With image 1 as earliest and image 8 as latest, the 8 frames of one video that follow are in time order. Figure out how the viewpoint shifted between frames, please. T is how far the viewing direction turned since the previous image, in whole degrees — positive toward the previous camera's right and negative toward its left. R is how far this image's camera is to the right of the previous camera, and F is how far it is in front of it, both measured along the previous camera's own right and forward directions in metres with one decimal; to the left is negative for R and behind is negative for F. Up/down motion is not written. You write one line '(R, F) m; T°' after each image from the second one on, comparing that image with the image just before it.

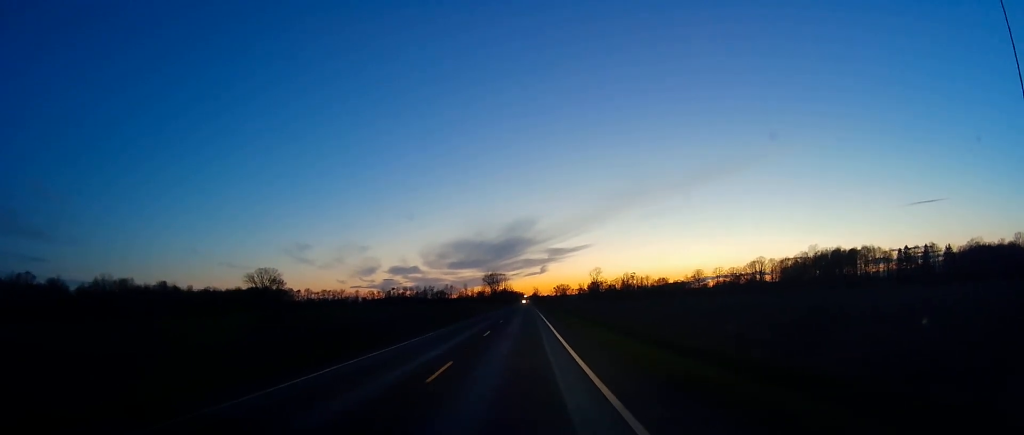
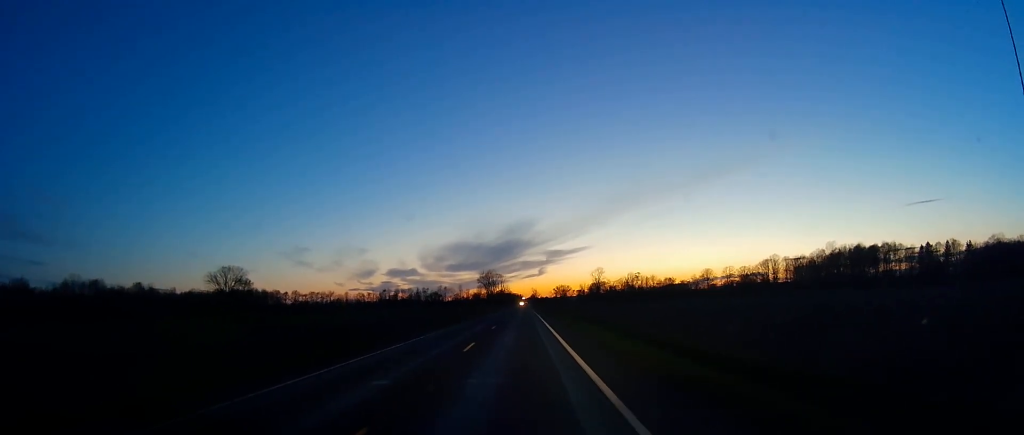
(-0.9, +23.9) m; -3°
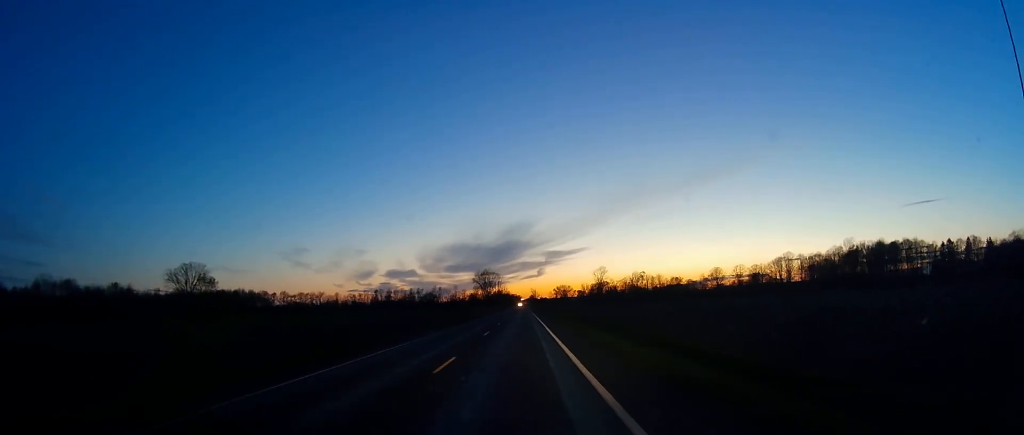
(-0.1, +21.2) m; 0°
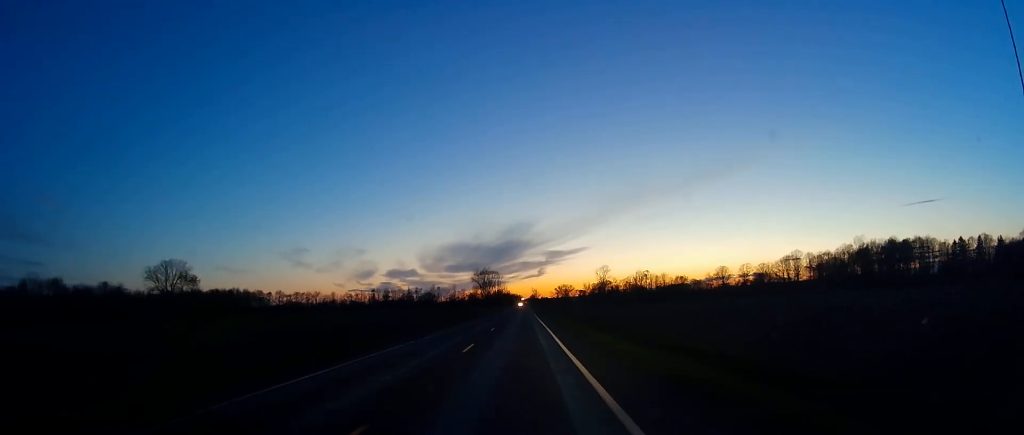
(0.0, +9.9) m; 0°
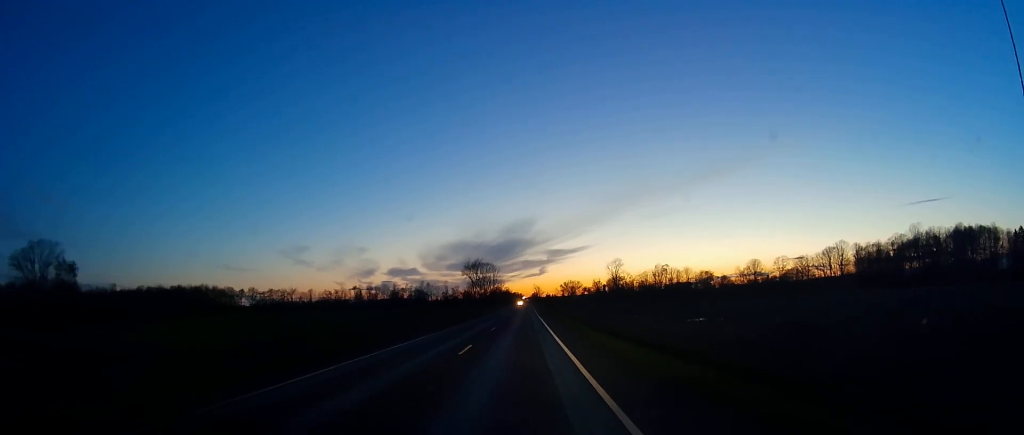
(-0.9, +48.0) m; -3°
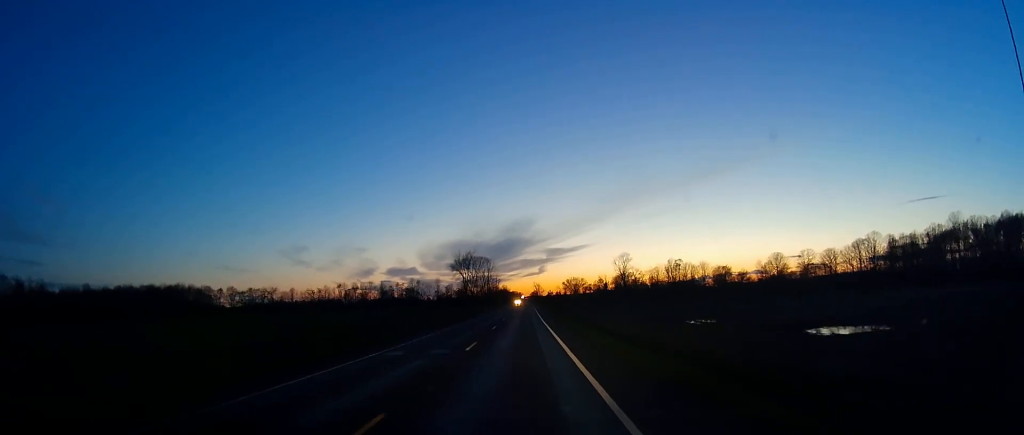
(+0.1, +29.6) m; +2°
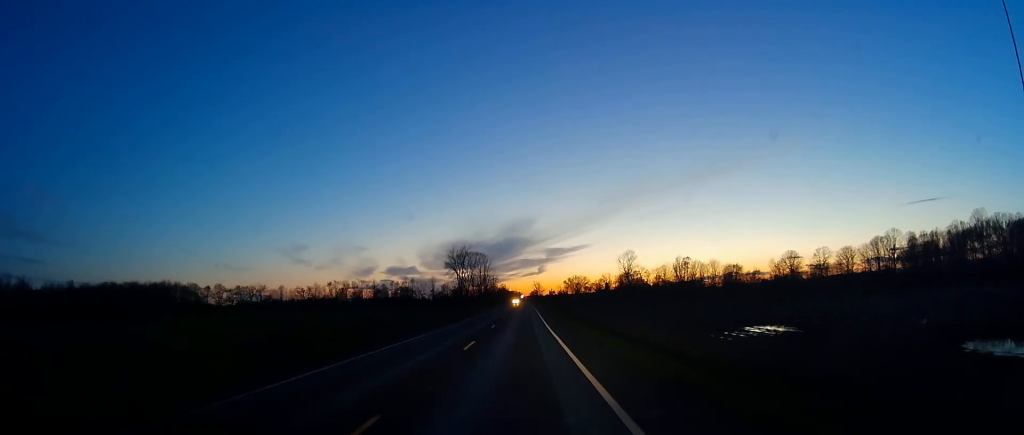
(+0.2, +16.0) m; +1°
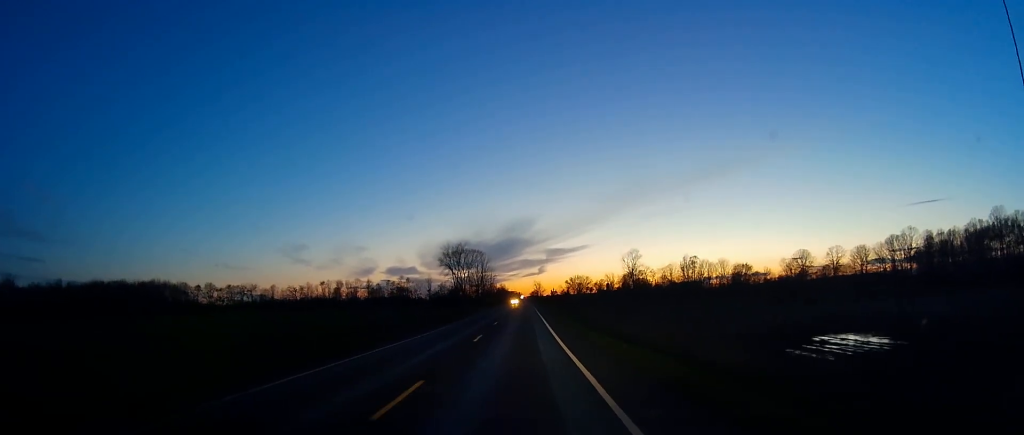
(0.0, +12.1) m; 0°
